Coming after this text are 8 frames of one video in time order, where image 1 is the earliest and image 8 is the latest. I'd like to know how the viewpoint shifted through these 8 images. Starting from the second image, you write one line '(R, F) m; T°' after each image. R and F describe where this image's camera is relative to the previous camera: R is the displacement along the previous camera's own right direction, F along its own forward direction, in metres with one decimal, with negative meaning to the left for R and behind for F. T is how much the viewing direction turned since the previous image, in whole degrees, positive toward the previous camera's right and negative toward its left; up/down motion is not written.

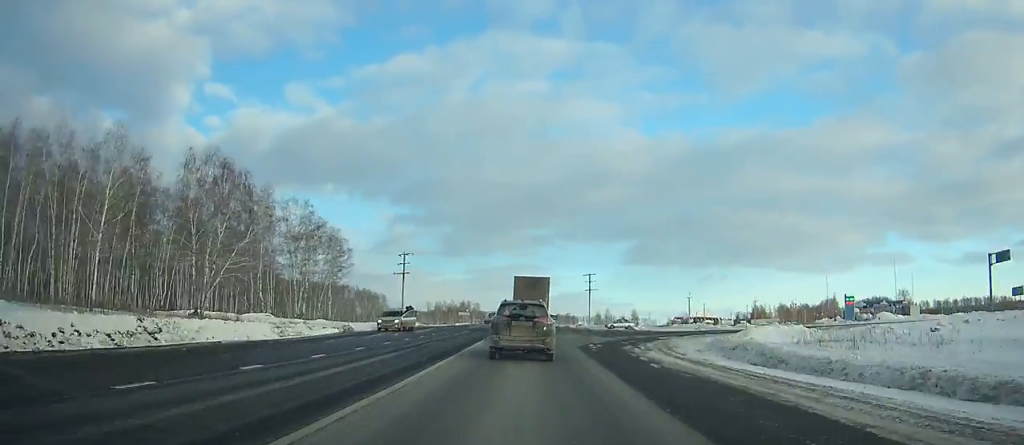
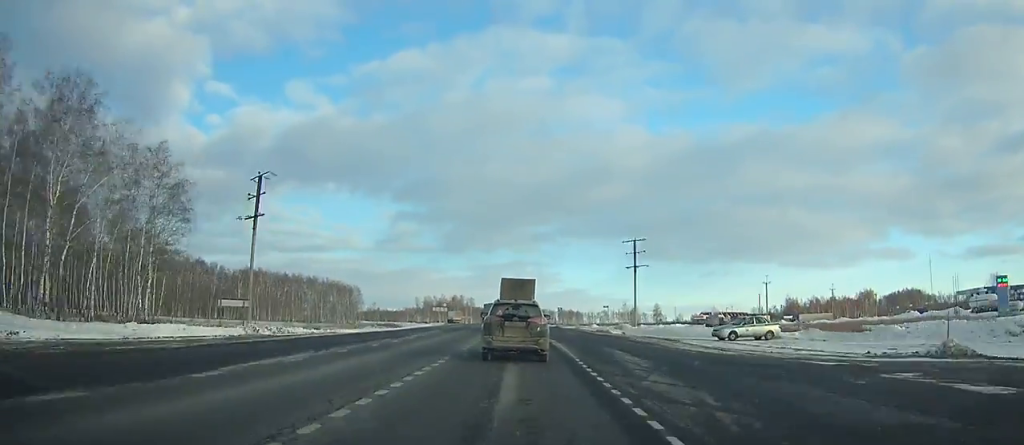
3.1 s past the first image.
(-0.4, +49.0) m; -1°
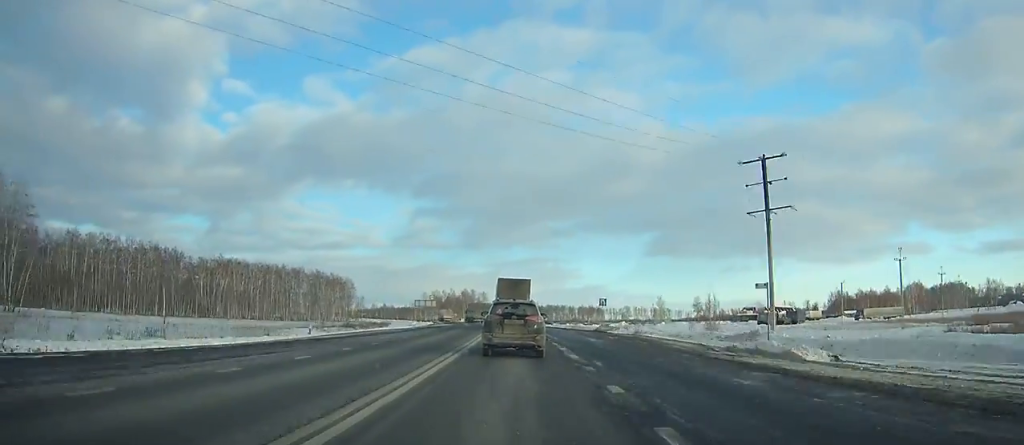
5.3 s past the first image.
(-0.1, +35.5) m; -2°
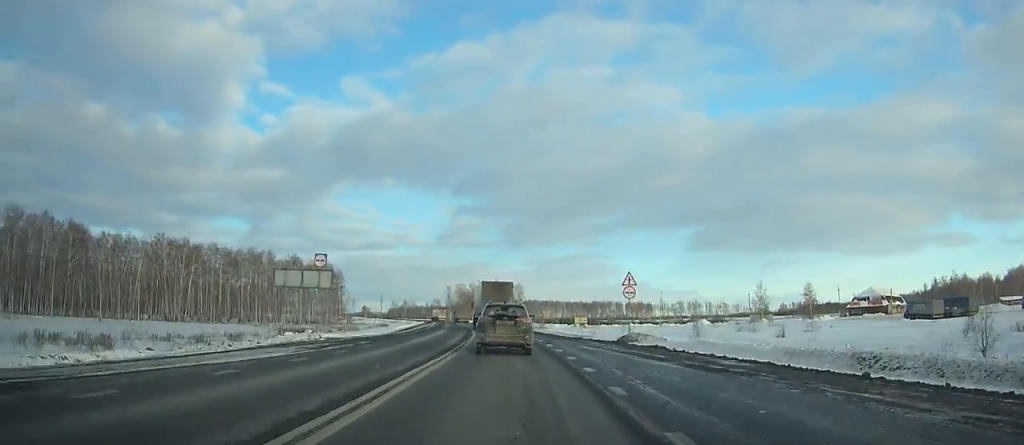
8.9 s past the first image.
(-2.6, +60.3) m; -6°
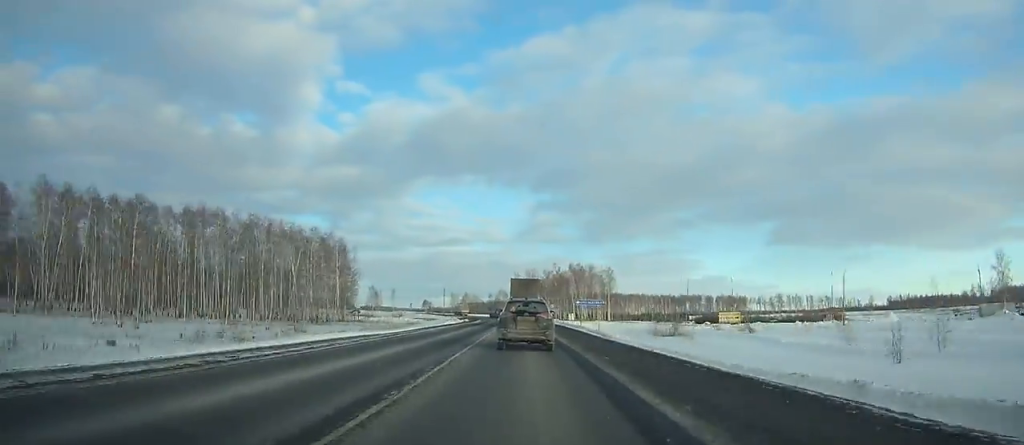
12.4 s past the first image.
(-4.0, +61.8) m; -6°
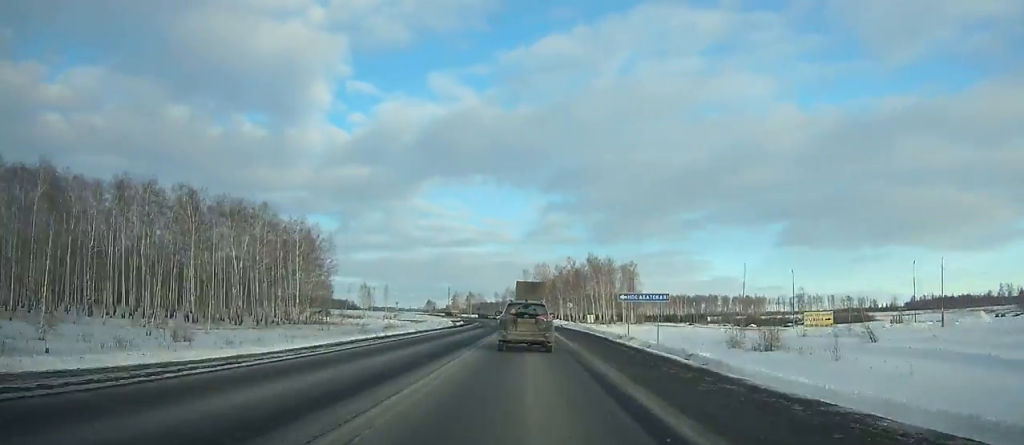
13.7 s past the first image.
(-0.4, +23.7) m; -2°
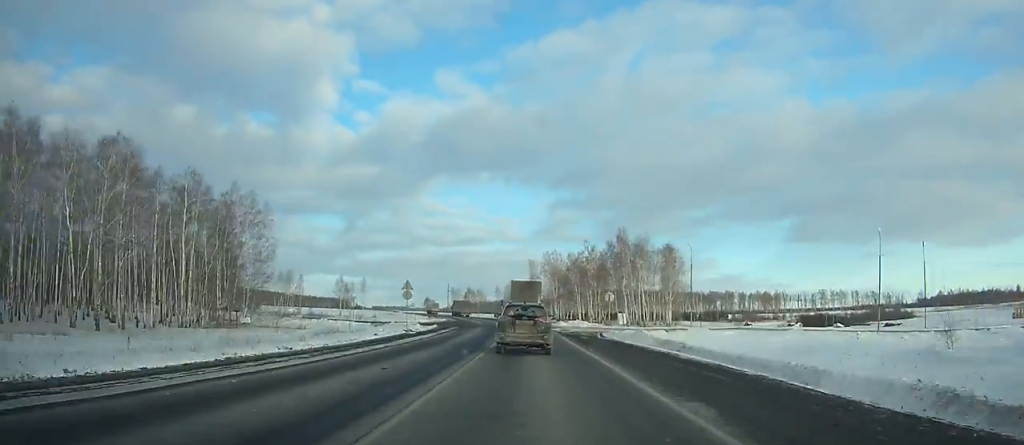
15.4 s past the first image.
(-0.2, +32.2) m; -1°
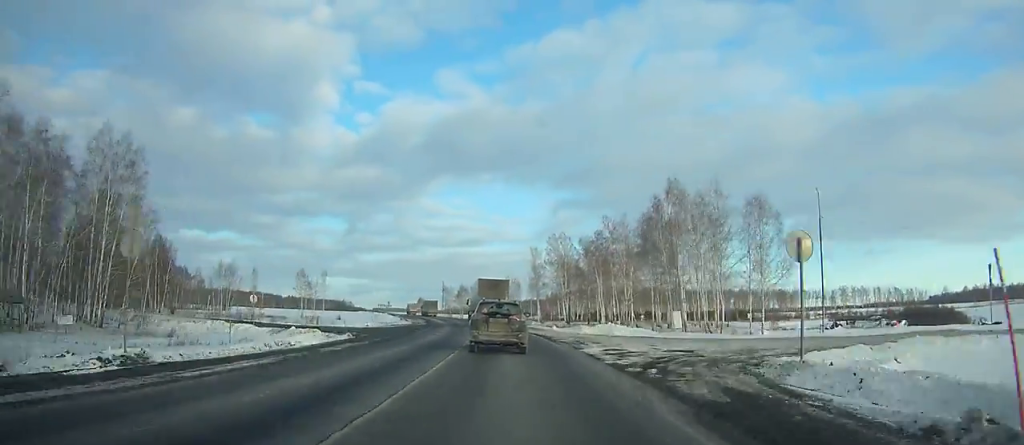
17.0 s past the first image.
(-0.1, +30.6) m; -1°
